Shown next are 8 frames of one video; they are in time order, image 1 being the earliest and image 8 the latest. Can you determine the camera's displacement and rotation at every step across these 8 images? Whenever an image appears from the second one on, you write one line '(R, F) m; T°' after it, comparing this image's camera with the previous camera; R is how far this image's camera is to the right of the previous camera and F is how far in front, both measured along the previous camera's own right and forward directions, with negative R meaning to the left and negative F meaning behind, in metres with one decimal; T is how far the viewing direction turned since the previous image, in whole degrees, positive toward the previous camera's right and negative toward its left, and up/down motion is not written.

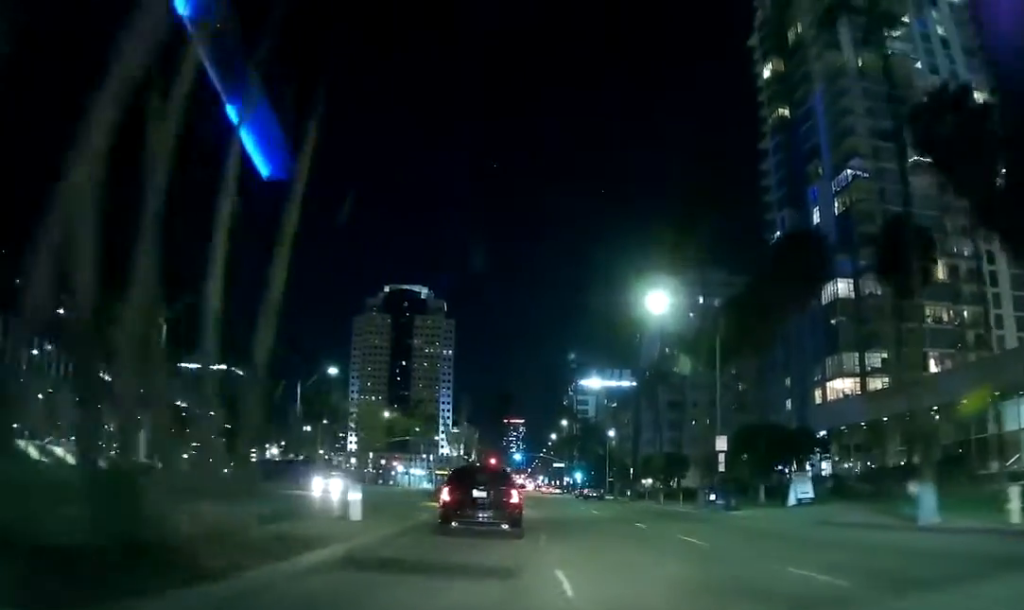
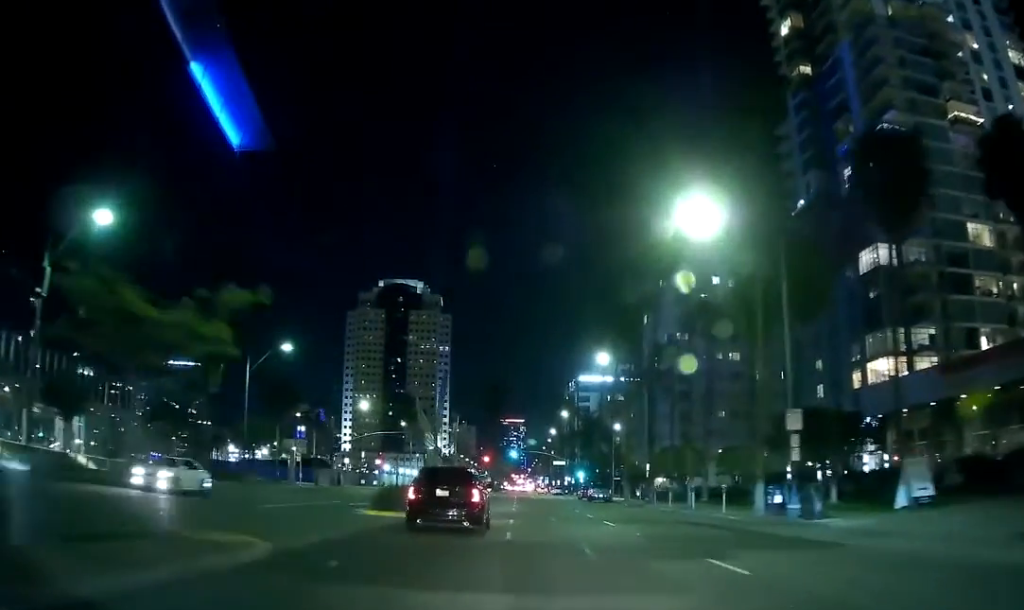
(-0.4, +12.7) m; -5°
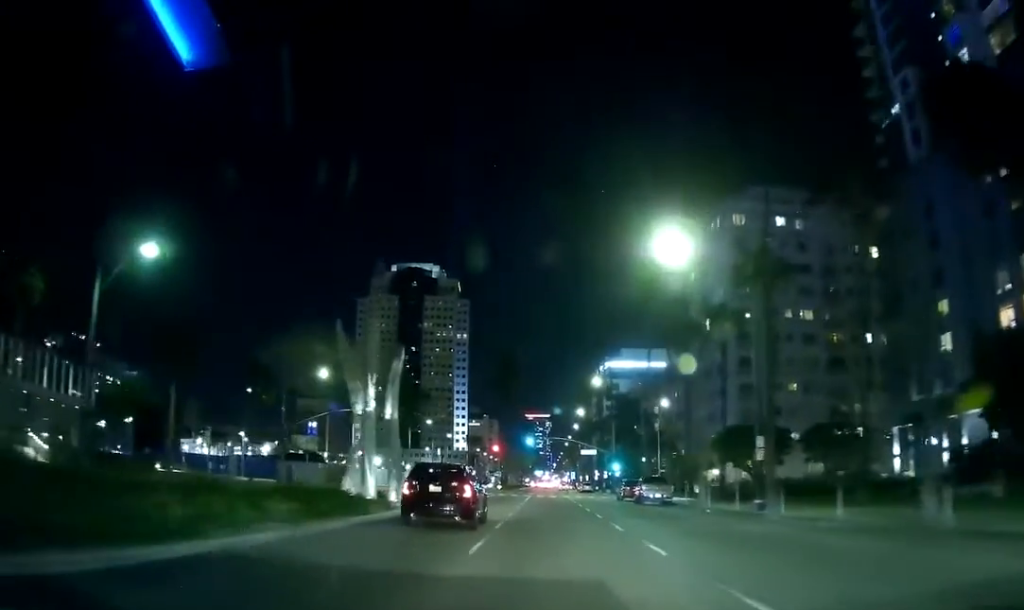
(-2.1, +25.1) m; -6°
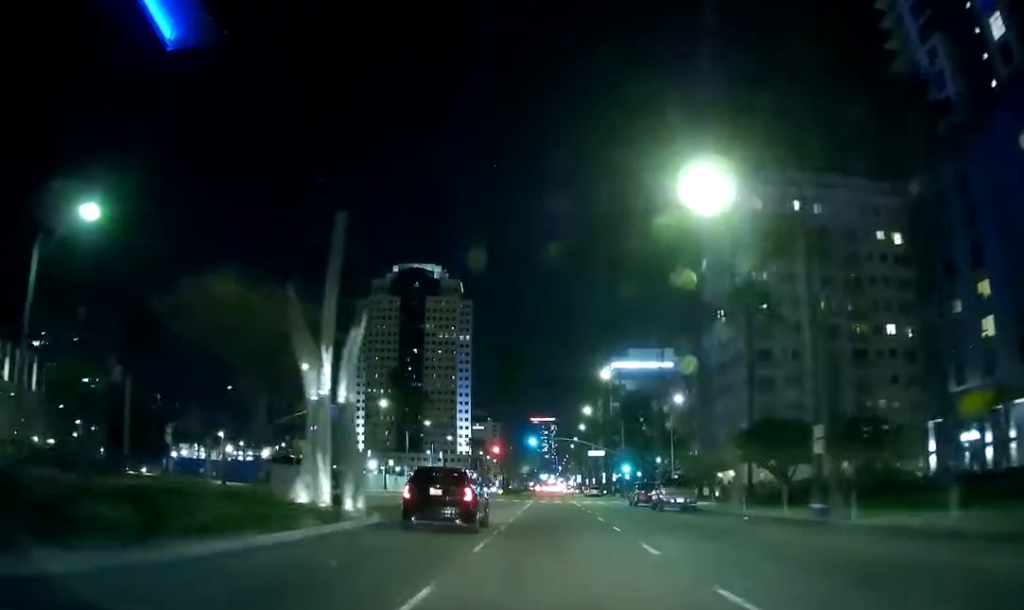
(-0.1, +6.0) m; 0°
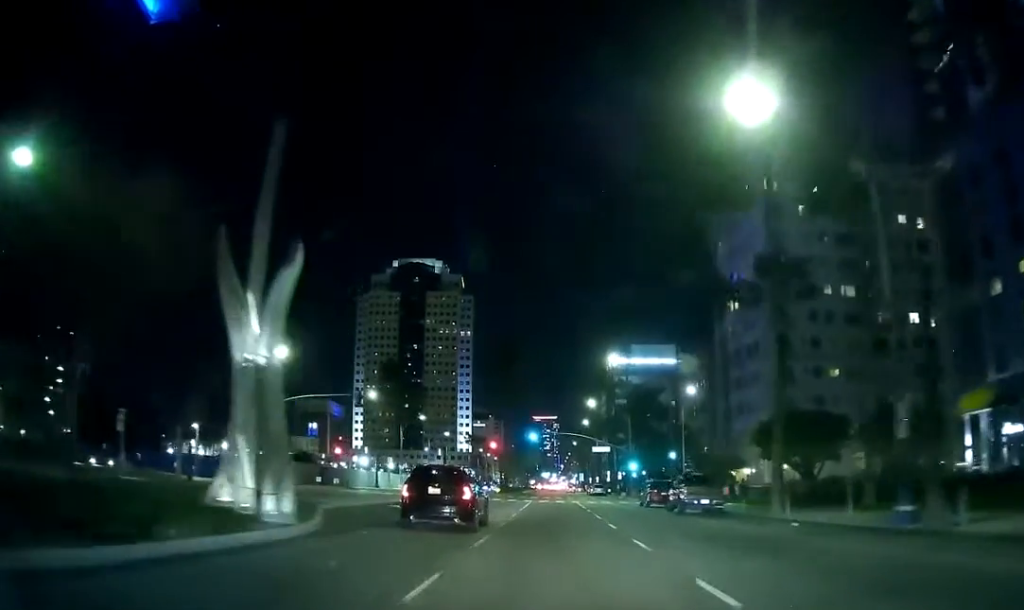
(+0.2, +6.1) m; 0°
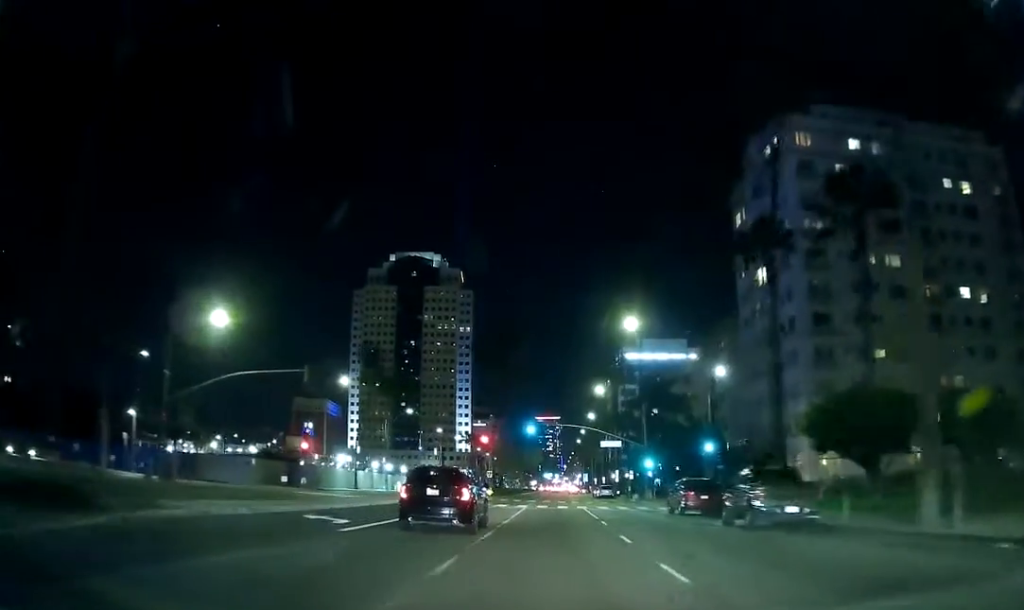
(-0.1, +11.1) m; -2°
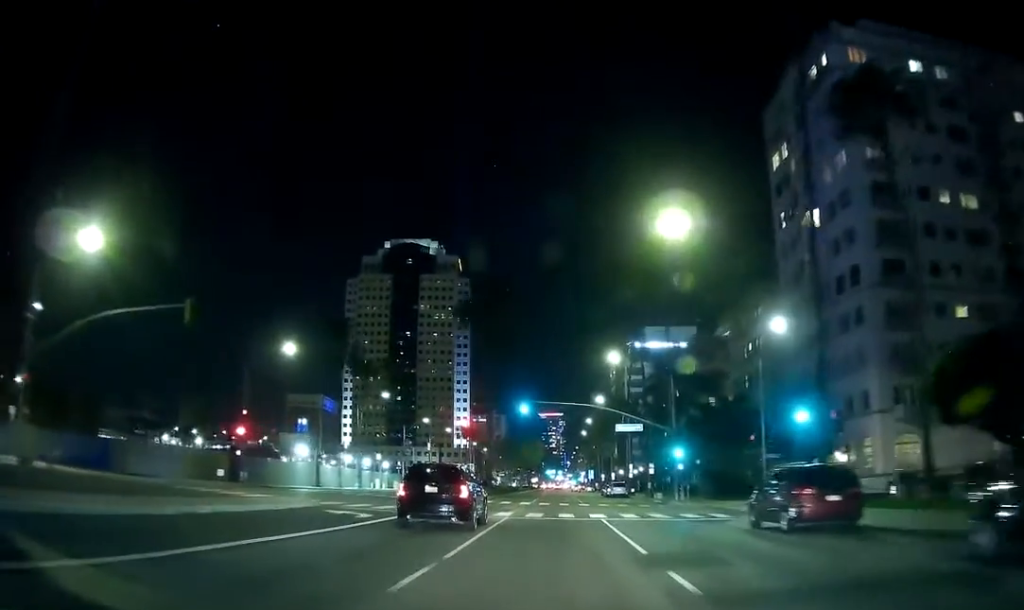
(-0.5, +15.0) m; -2°
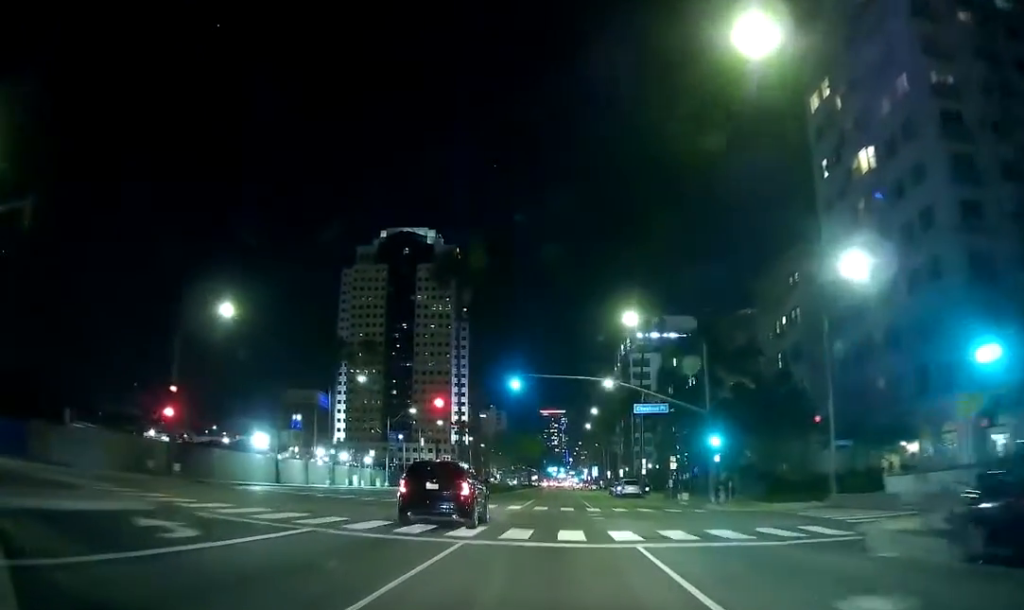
(0.0, +11.6) m; 0°
